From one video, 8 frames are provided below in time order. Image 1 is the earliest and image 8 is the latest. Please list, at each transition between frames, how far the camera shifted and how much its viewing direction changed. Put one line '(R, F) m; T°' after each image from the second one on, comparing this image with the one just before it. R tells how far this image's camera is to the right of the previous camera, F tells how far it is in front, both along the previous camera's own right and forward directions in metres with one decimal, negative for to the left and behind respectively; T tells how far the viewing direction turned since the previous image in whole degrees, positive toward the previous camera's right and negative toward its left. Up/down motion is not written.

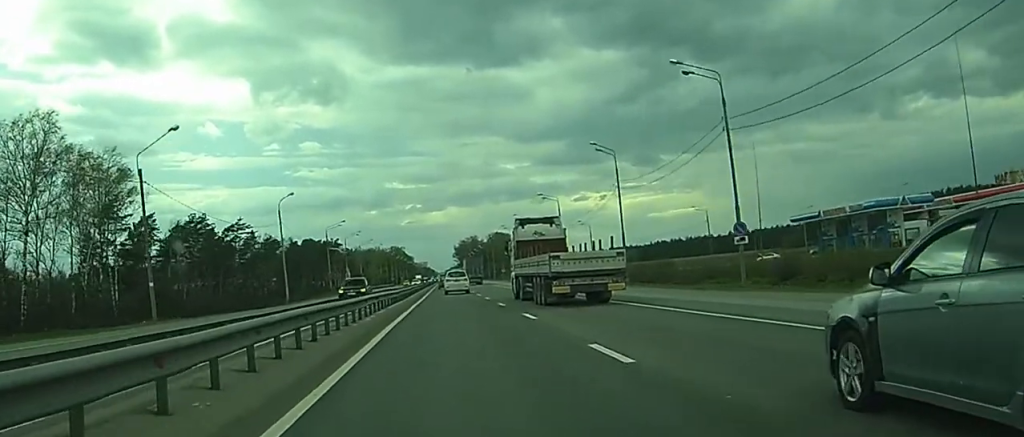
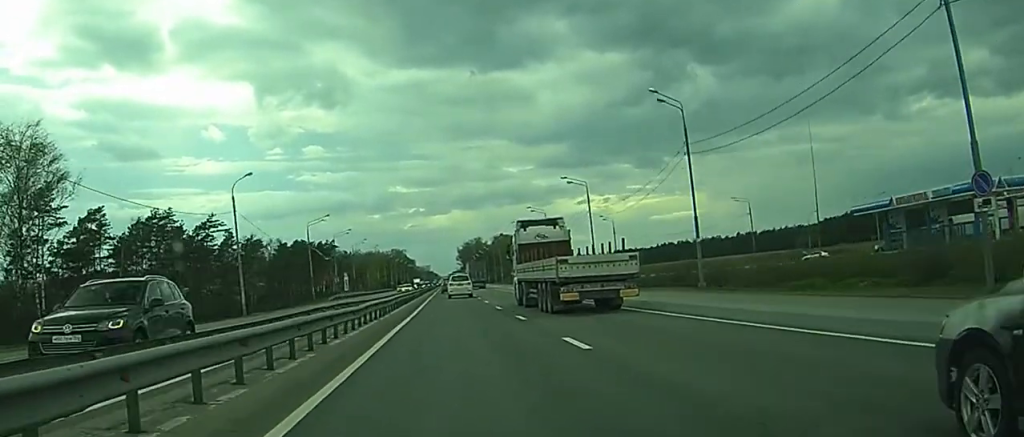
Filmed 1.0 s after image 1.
(+0.1, +20.8) m; 0°
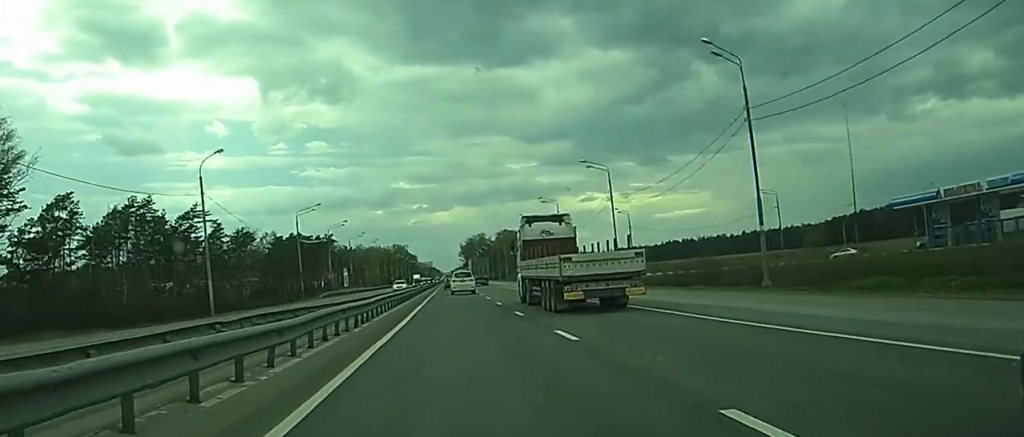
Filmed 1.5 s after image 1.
(0.0, +10.4) m; 0°
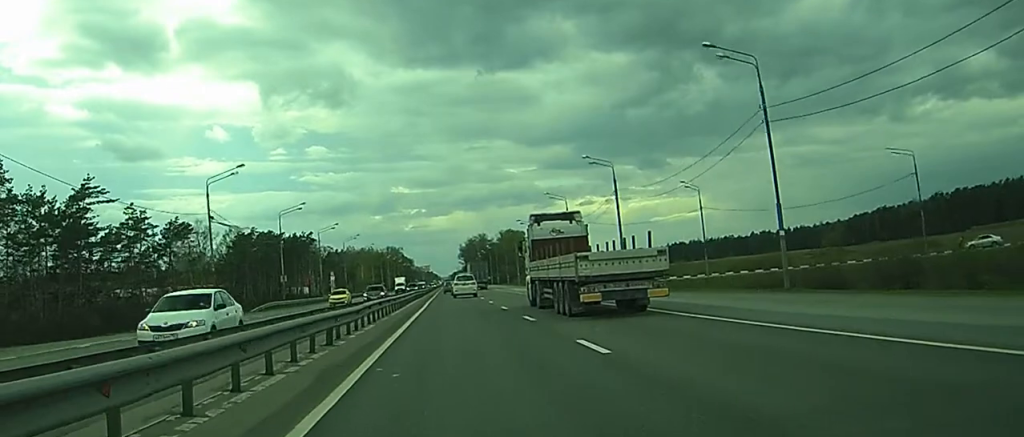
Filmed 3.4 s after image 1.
(+0.2, +38.8) m; 0°
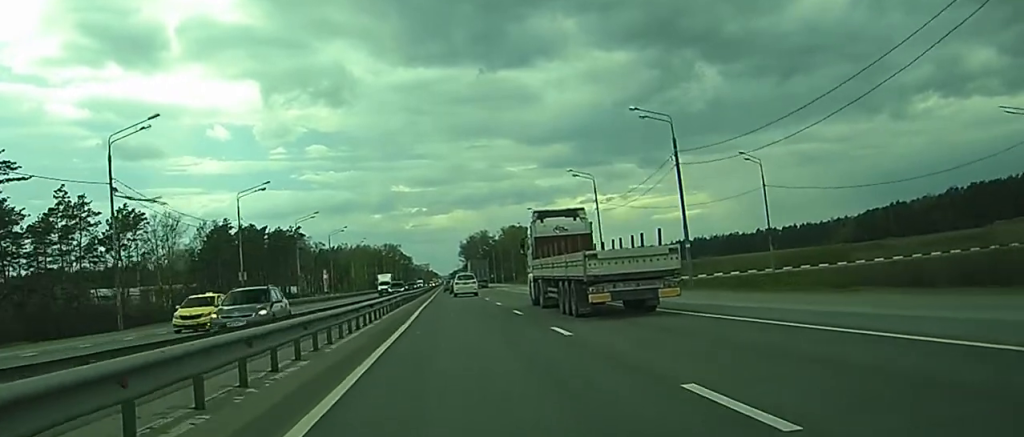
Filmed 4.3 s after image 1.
(-0.1, +19.6) m; -1°
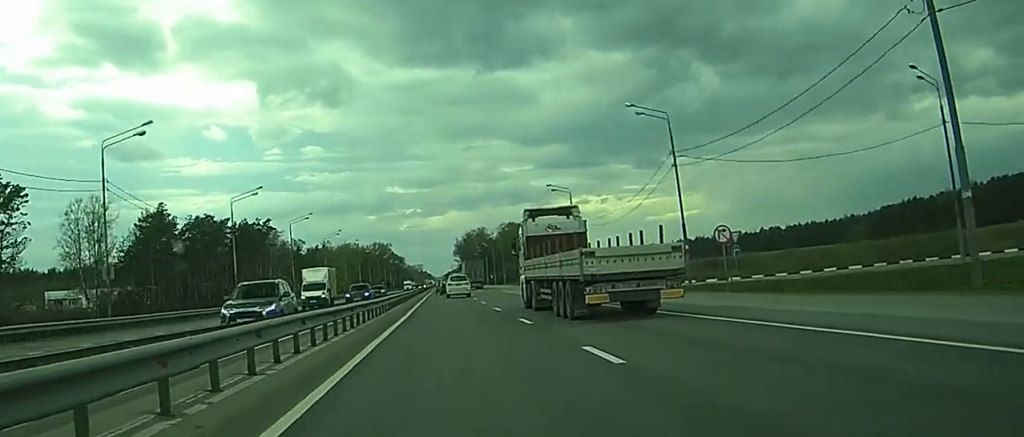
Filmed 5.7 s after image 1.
(-0.2, +30.5) m; -1°
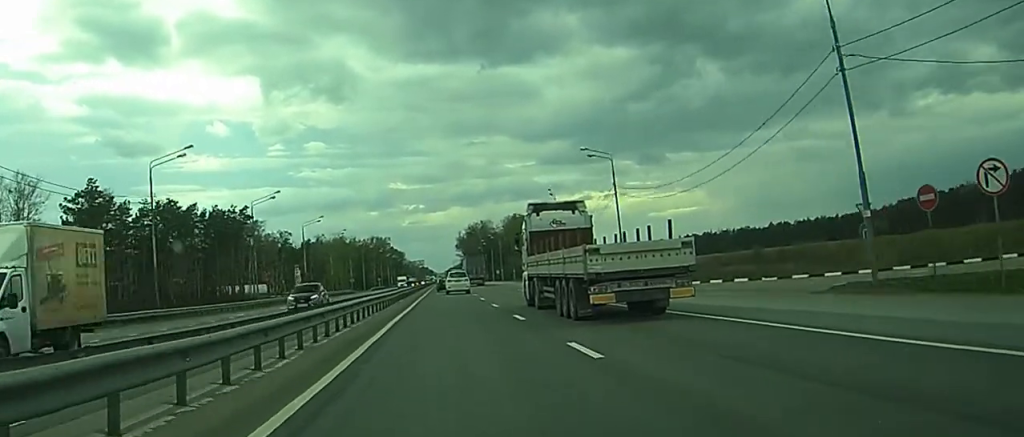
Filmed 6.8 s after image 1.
(0.0, +22.9) m; -1°
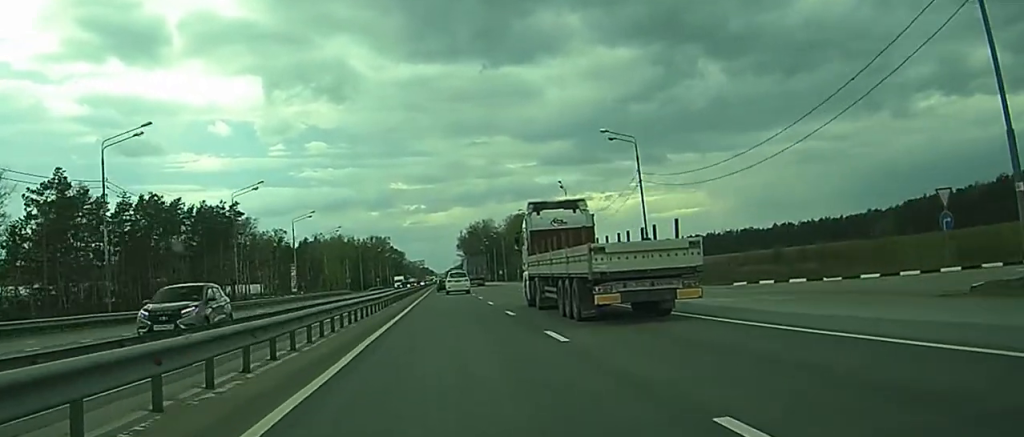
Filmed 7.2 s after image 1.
(-0.1, +8.7) m; 0°
